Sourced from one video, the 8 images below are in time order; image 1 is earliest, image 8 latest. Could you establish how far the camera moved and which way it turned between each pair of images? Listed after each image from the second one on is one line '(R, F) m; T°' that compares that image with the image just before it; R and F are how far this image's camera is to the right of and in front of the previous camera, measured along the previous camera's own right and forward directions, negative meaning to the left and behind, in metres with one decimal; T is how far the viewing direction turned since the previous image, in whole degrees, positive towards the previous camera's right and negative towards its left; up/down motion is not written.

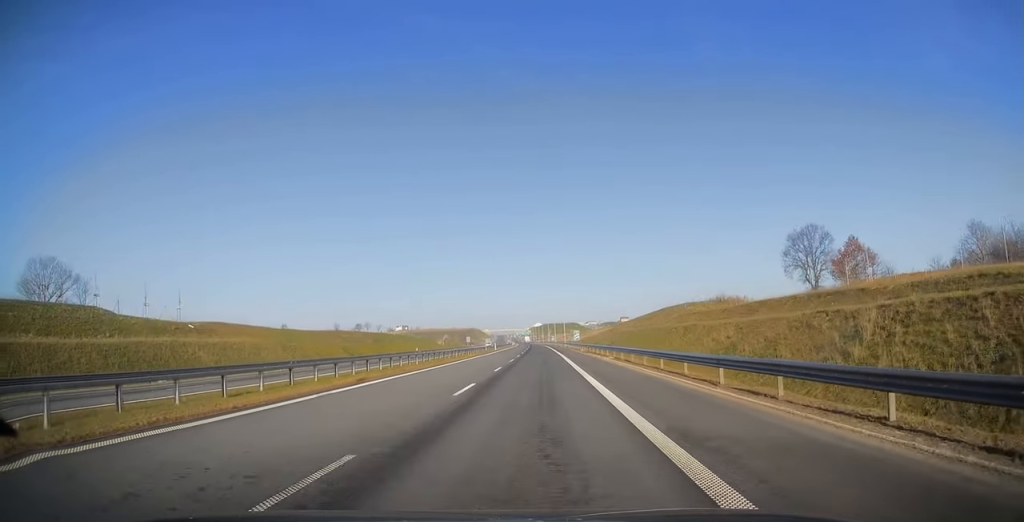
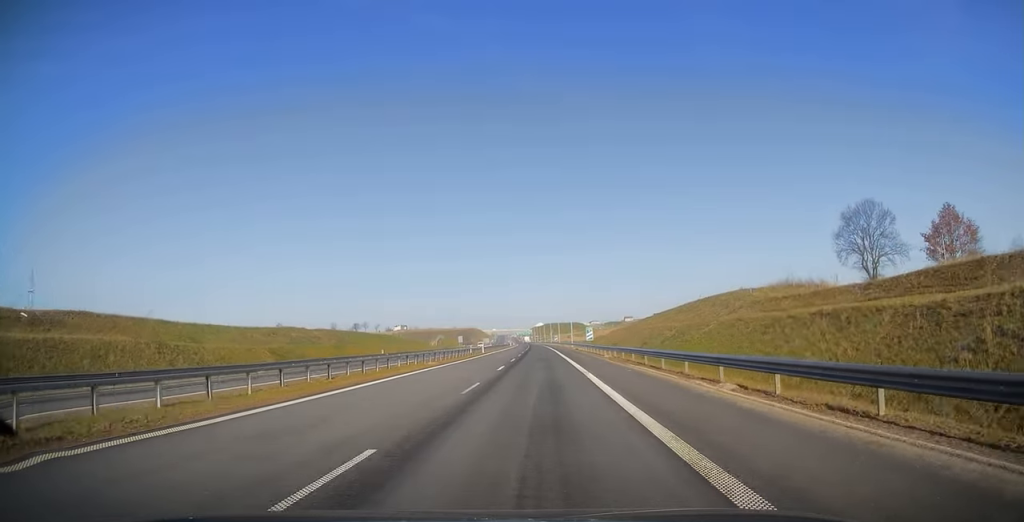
(-0.2, +23.5) m; 0°
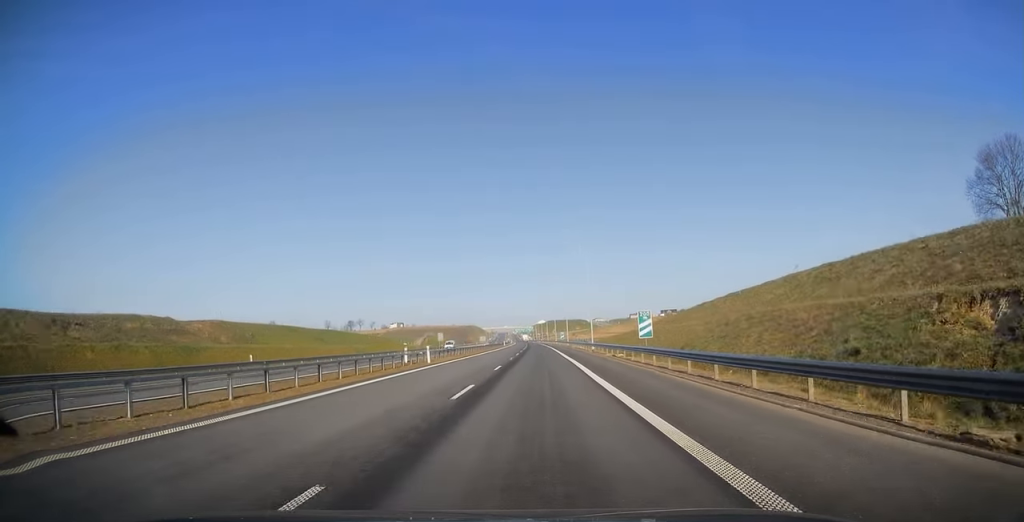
(0.0, +38.0) m; 0°
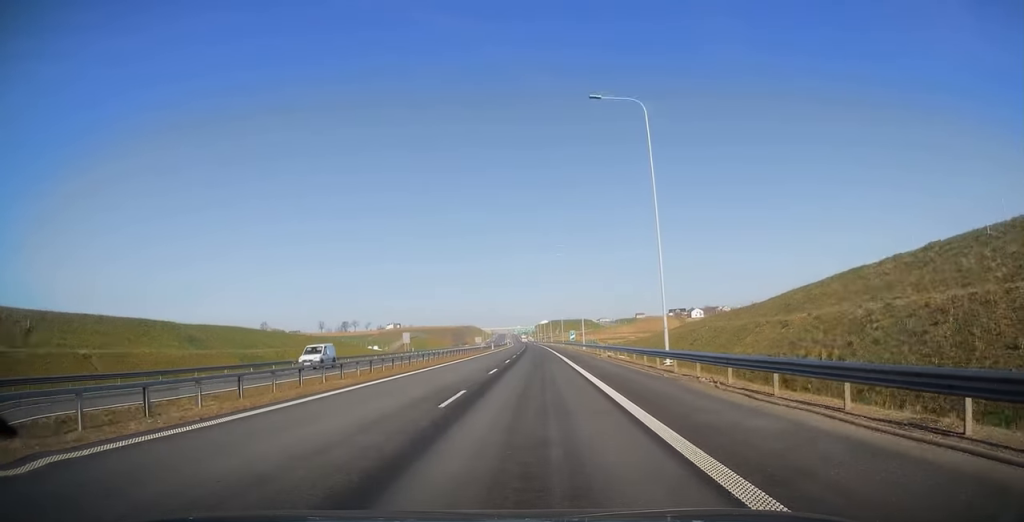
(0.0, +37.6) m; 0°
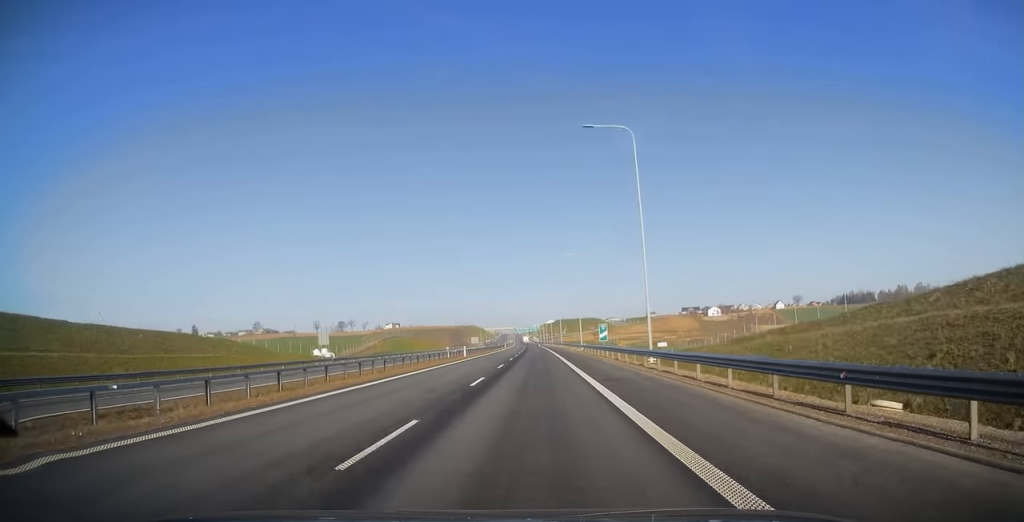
(0.0, +42.3) m; -1°
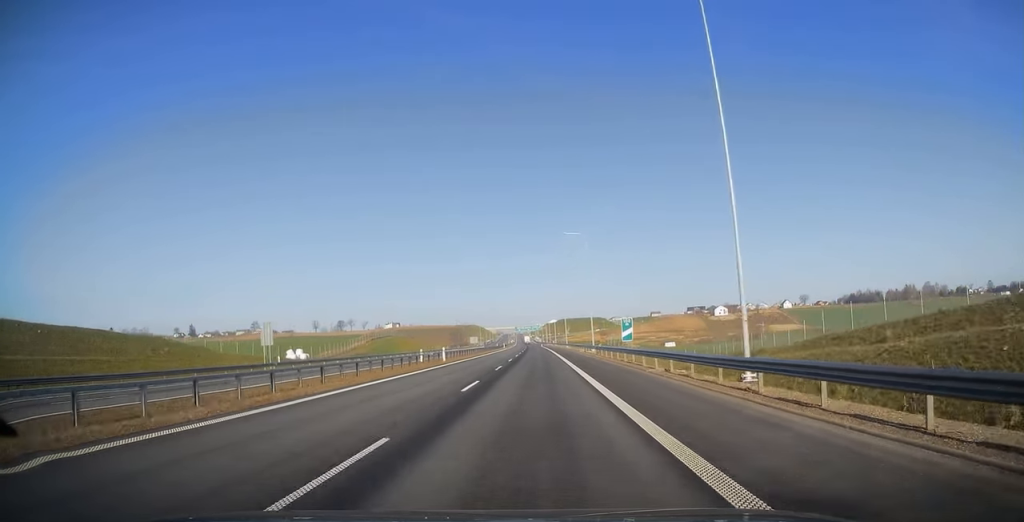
(-0.2, +14.1) m; 0°
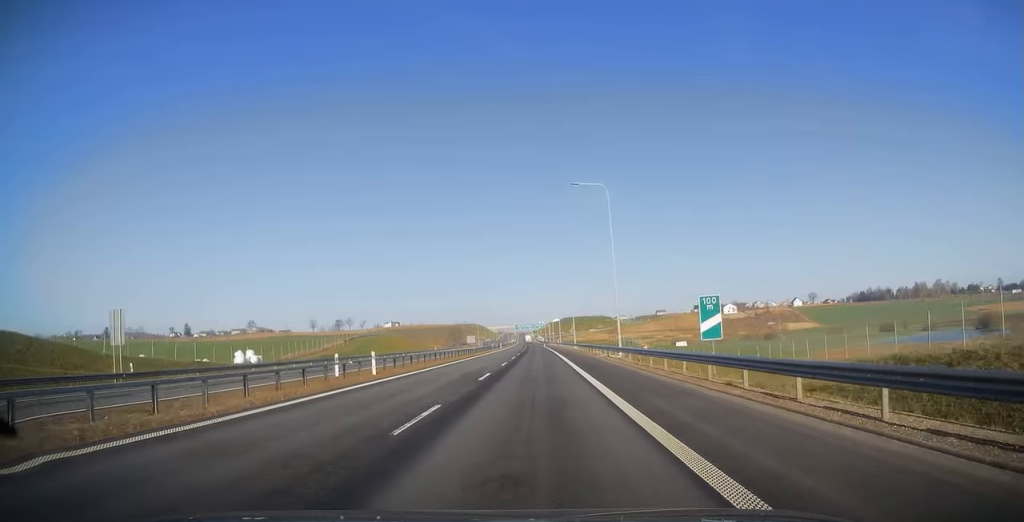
(-0.2, +19.9) m; 0°
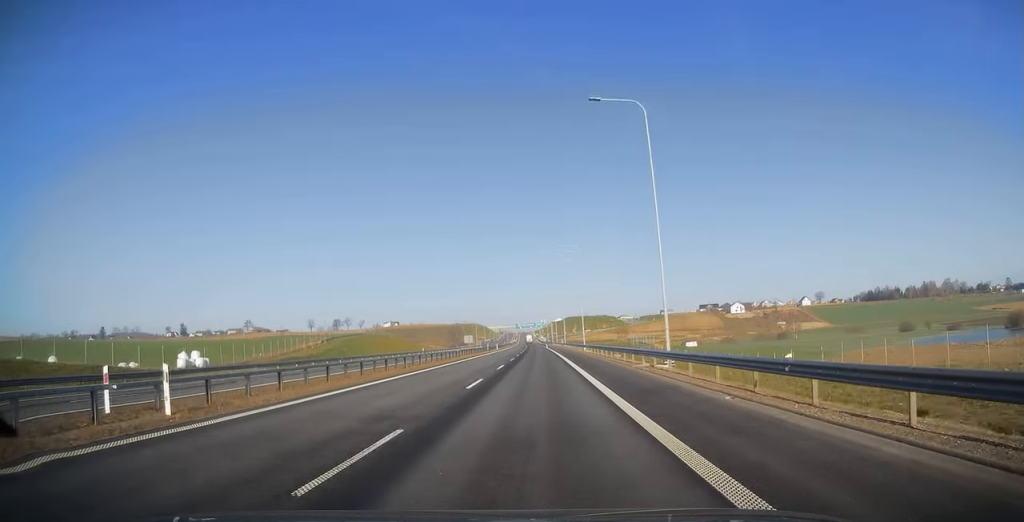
(+0.2, +15.7) m; 0°
